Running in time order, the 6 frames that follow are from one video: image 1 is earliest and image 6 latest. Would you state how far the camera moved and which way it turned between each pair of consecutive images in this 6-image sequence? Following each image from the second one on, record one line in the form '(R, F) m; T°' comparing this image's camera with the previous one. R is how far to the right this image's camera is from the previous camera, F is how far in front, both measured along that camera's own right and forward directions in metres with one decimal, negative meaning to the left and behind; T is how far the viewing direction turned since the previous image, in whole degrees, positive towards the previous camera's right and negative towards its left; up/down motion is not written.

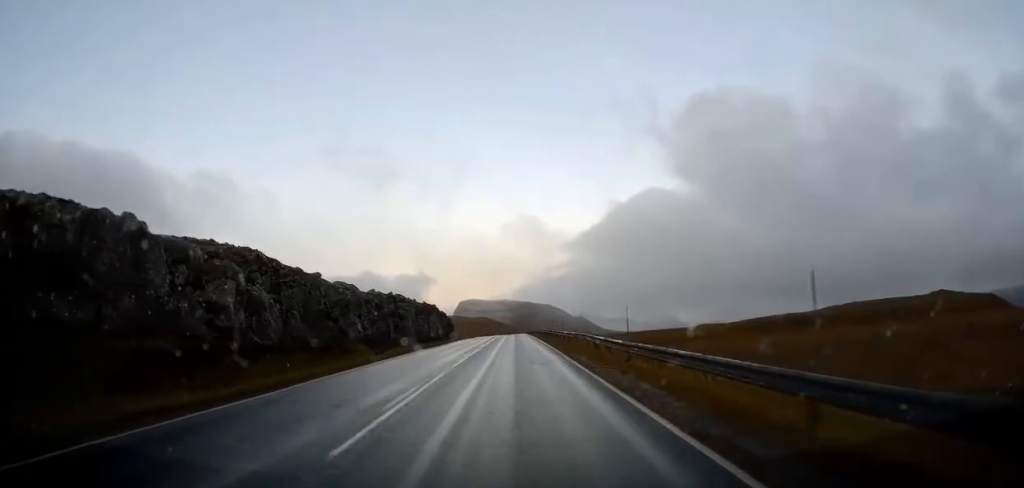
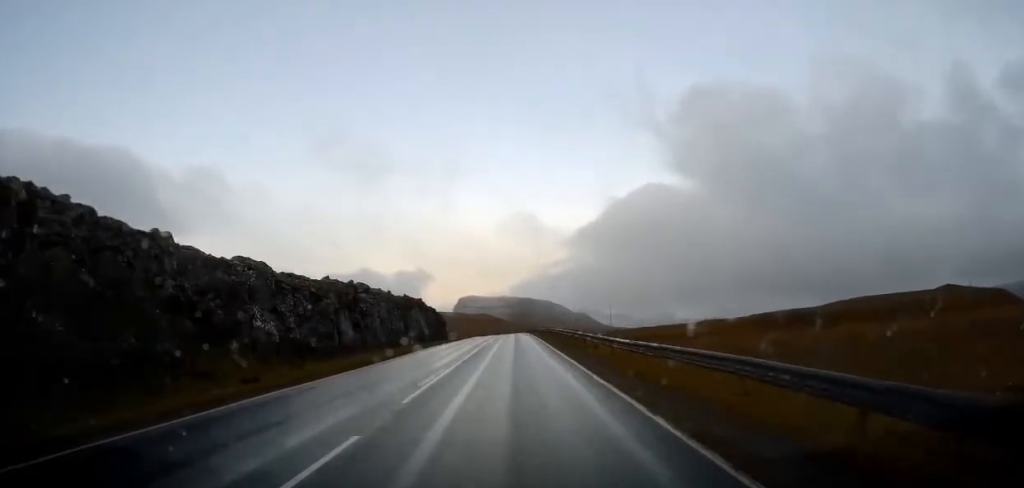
(-0.2, +20.4) m; -1°
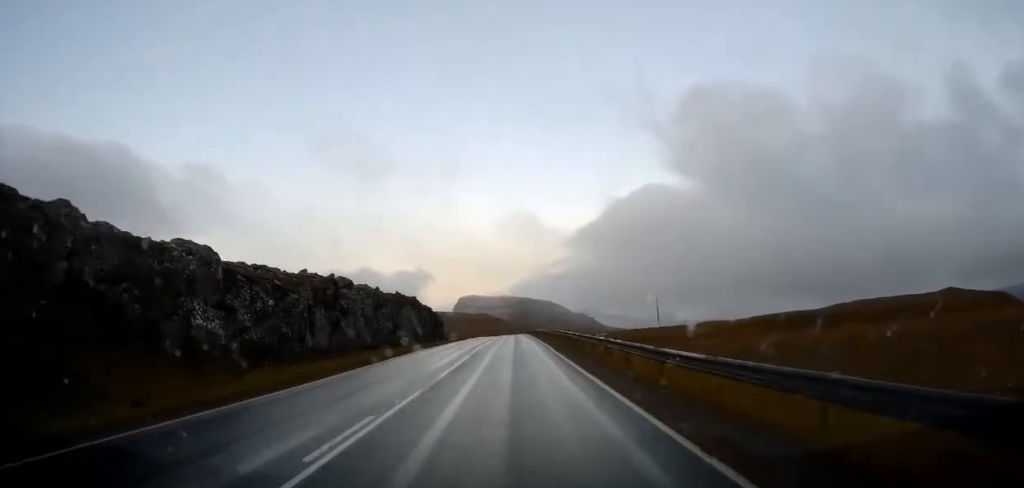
(0.0, +6.6) m; +1°
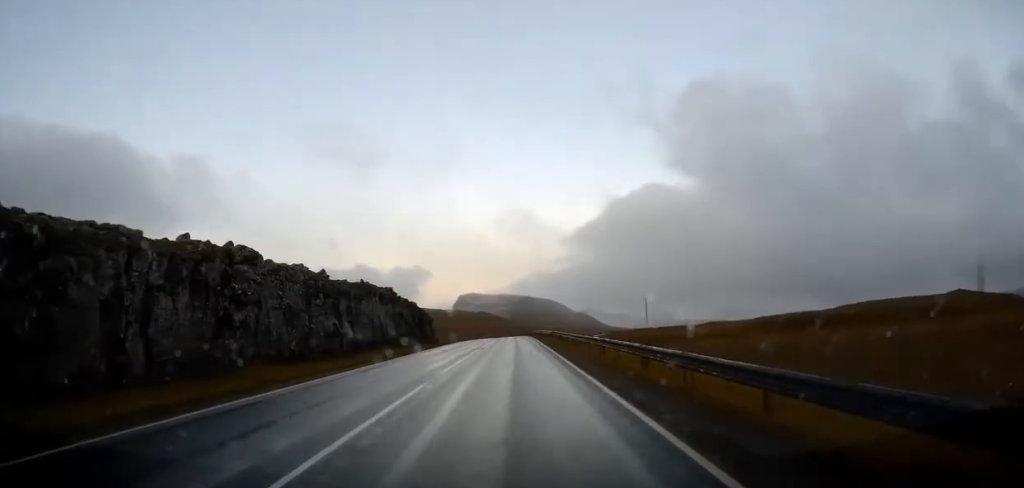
(+0.7, +22.2) m; +1°
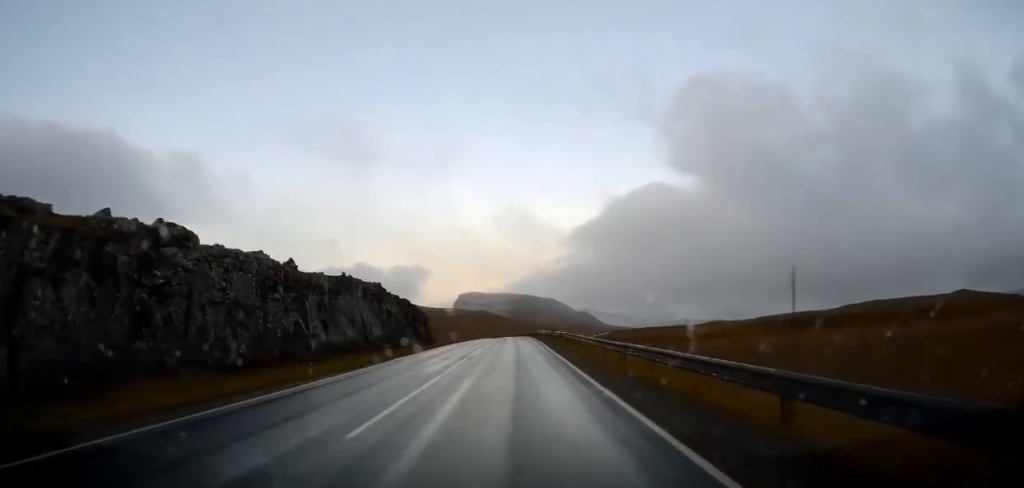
(+0.1, +8.4) m; 0°
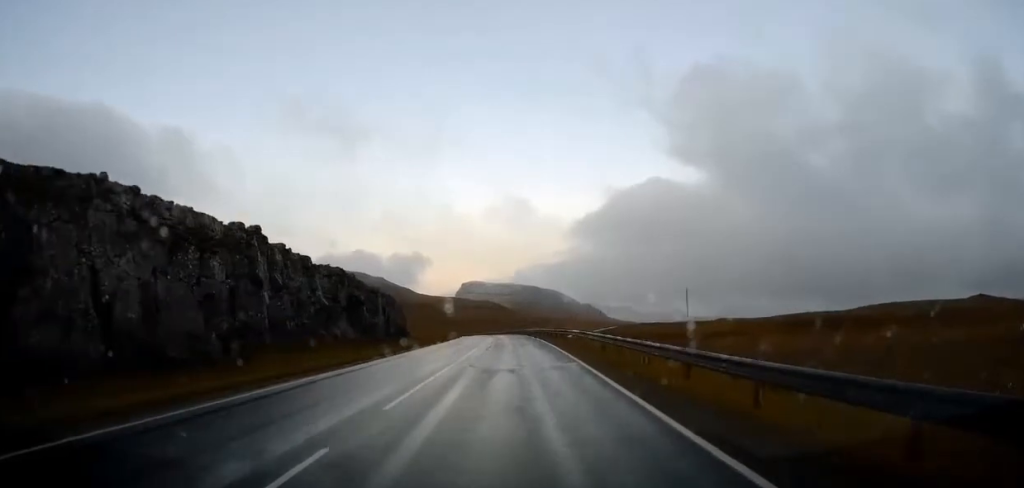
(-1.1, +41.5) m; -2°
